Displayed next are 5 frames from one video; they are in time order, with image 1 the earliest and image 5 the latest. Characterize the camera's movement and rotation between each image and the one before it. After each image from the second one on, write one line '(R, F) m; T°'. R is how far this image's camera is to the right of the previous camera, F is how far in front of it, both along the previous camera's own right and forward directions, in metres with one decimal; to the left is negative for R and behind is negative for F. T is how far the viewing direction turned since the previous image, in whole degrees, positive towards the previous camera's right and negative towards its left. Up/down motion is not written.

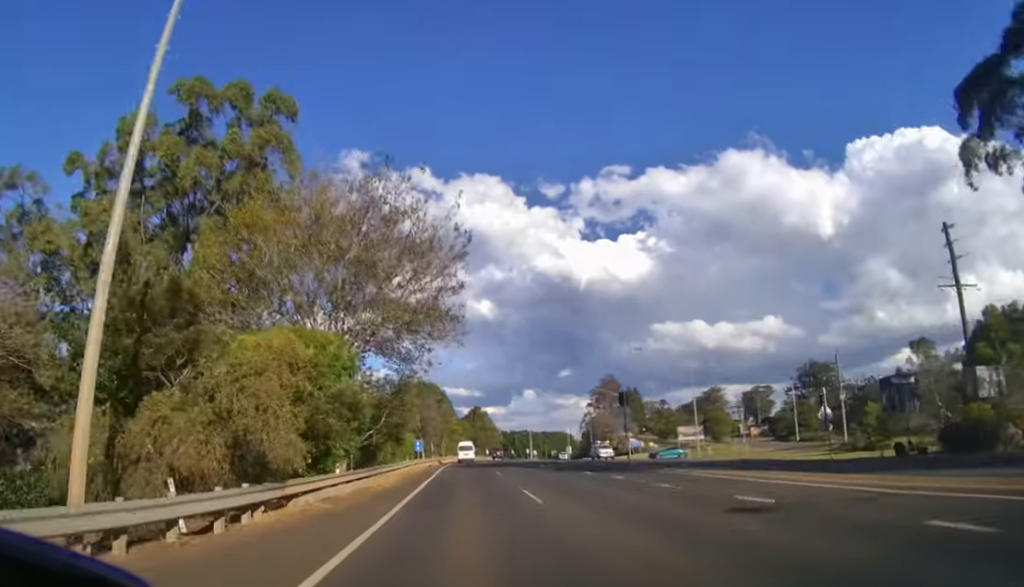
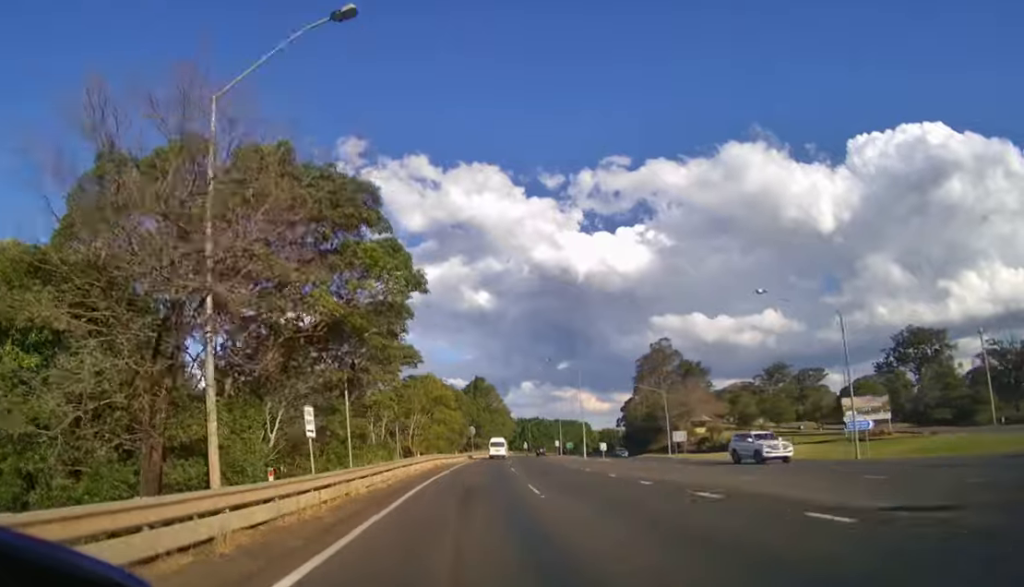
(-0.1, +45.1) m; 0°
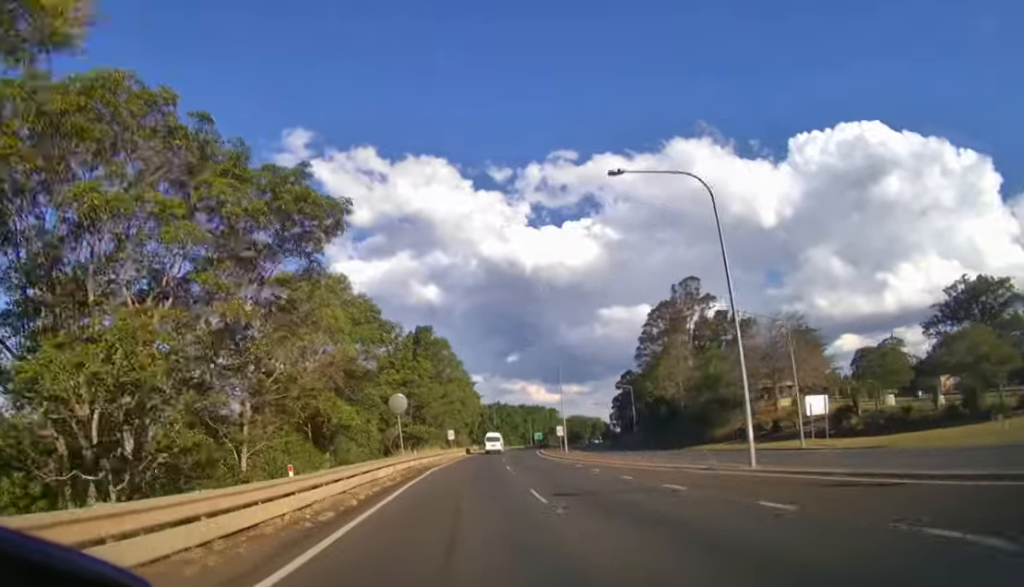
(+1.1, +36.4) m; +4°
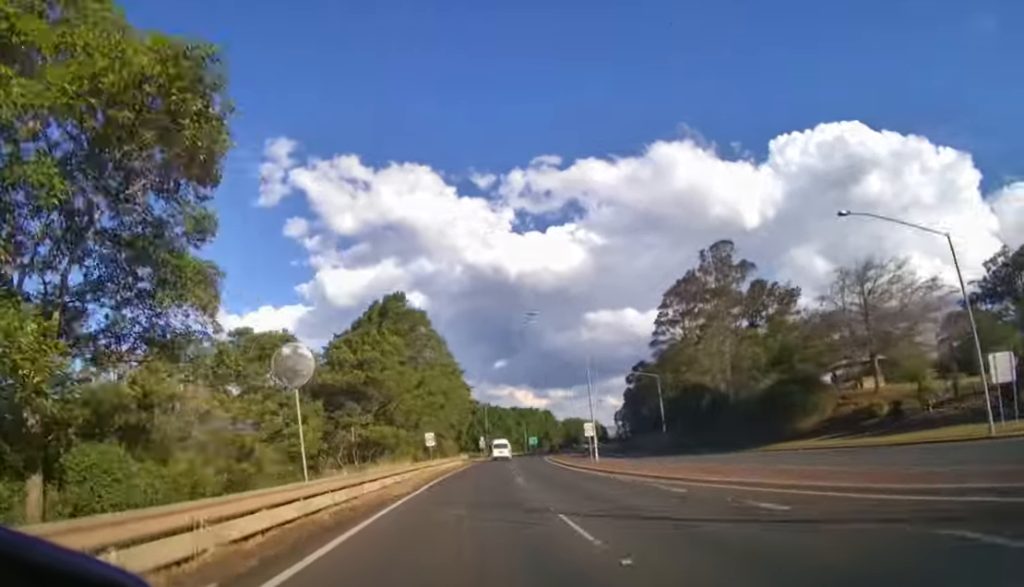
(+0.3, +15.2) m; +2°
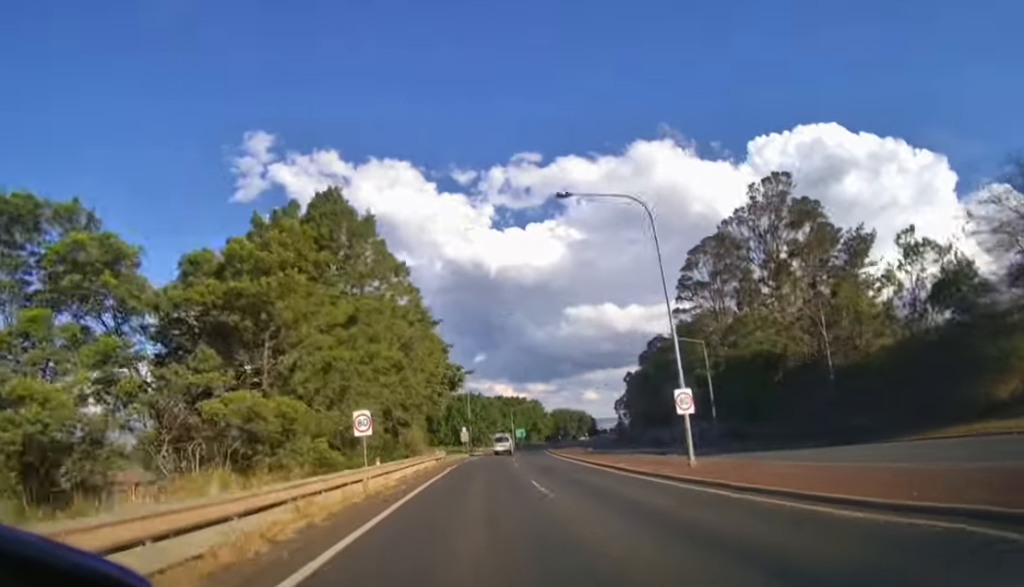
(+0.3, +17.6) m; +2°
